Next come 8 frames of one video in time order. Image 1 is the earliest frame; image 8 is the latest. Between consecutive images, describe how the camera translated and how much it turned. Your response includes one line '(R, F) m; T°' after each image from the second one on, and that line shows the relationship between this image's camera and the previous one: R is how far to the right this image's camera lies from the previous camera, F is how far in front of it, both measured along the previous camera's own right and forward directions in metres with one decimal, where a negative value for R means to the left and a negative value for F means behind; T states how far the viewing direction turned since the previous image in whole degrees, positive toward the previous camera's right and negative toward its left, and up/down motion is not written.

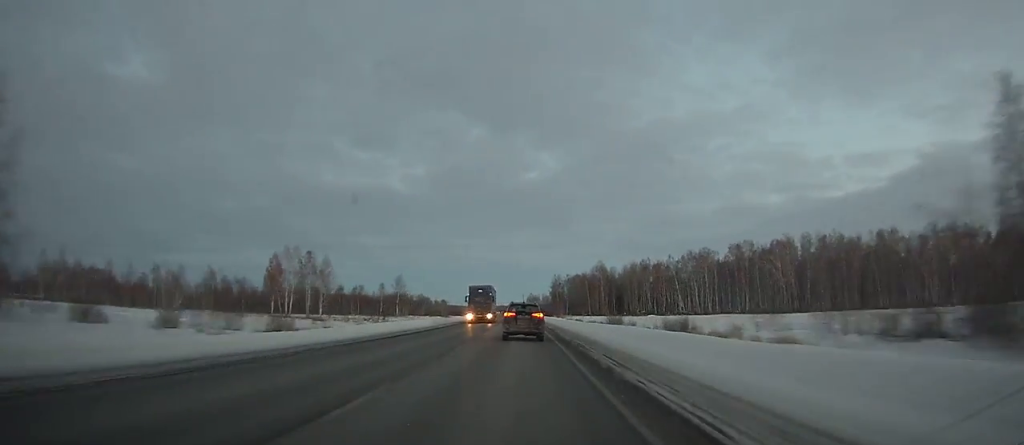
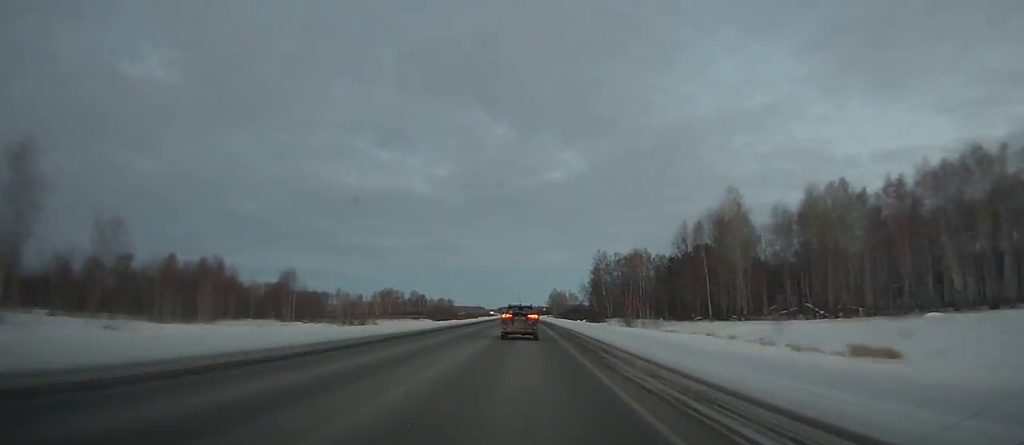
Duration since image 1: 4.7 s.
(-2.4, +123.3) m; -2°
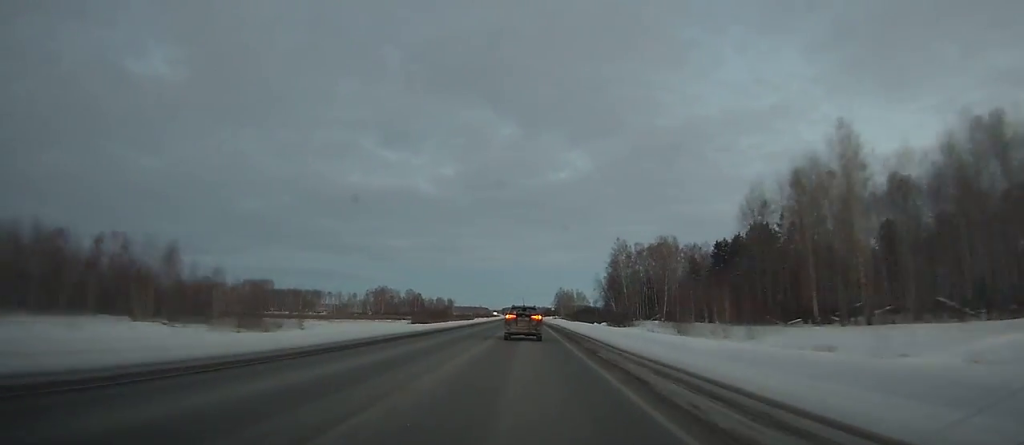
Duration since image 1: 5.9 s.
(0.0, +31.8) m; 0°
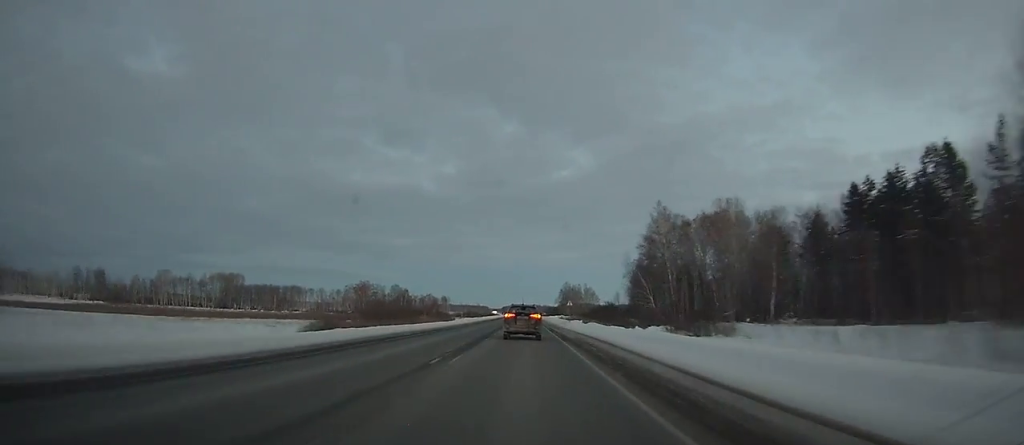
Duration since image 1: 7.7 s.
(-0.1, +48.4) m; 0°
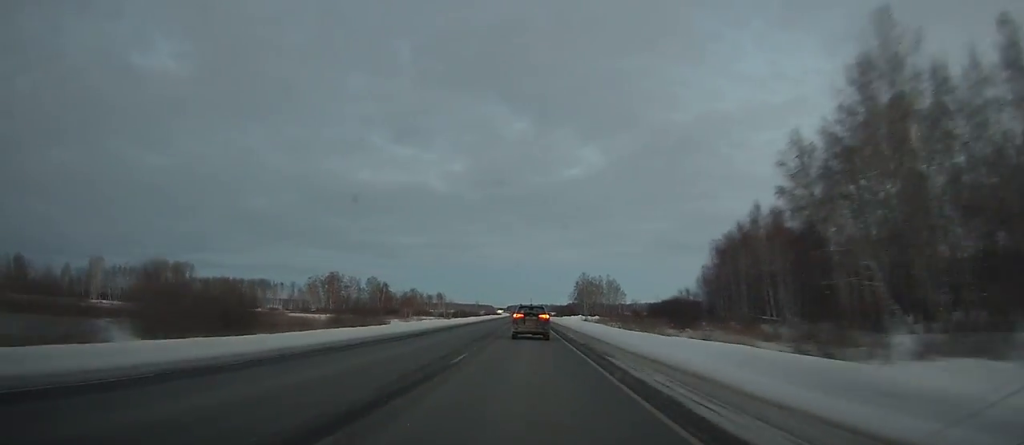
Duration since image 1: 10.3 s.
(-0.2, +70.4) m; 0°
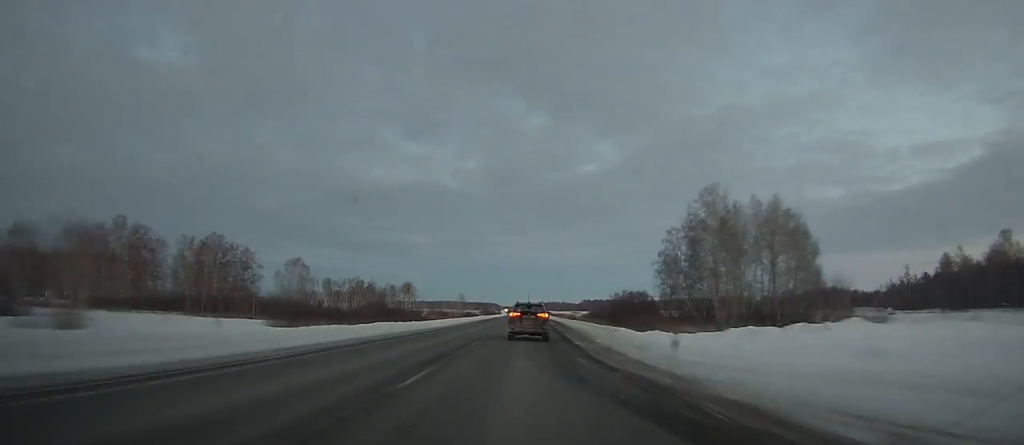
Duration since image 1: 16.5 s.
(-1.4, +169.6) m; -1°
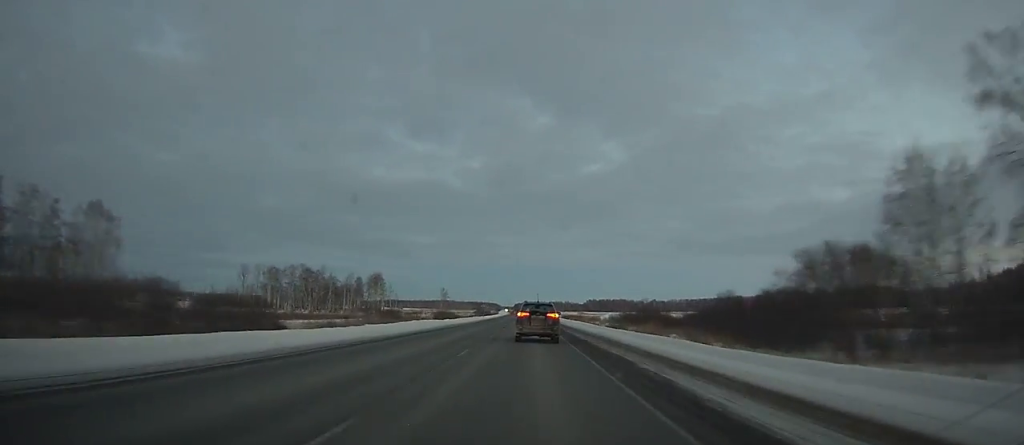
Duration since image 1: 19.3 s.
(-0.3, +76.6) m; 0°
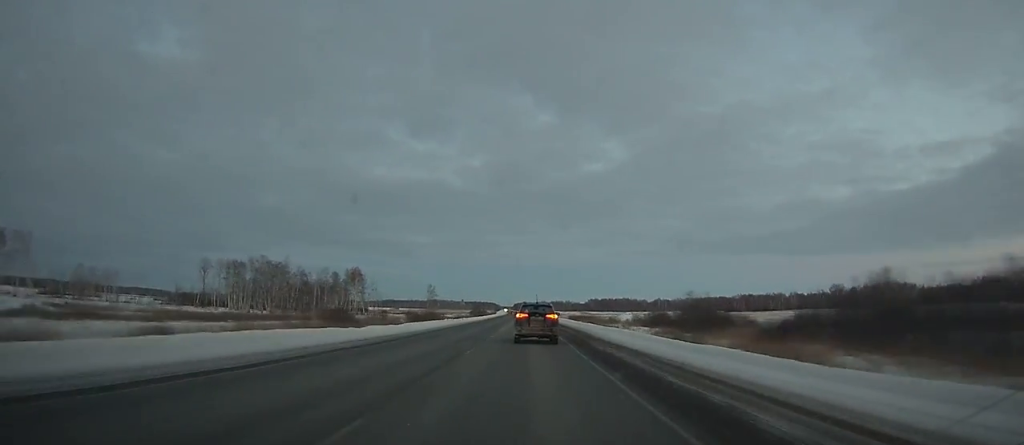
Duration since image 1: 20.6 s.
(0.0, +35.6) m; 0°
